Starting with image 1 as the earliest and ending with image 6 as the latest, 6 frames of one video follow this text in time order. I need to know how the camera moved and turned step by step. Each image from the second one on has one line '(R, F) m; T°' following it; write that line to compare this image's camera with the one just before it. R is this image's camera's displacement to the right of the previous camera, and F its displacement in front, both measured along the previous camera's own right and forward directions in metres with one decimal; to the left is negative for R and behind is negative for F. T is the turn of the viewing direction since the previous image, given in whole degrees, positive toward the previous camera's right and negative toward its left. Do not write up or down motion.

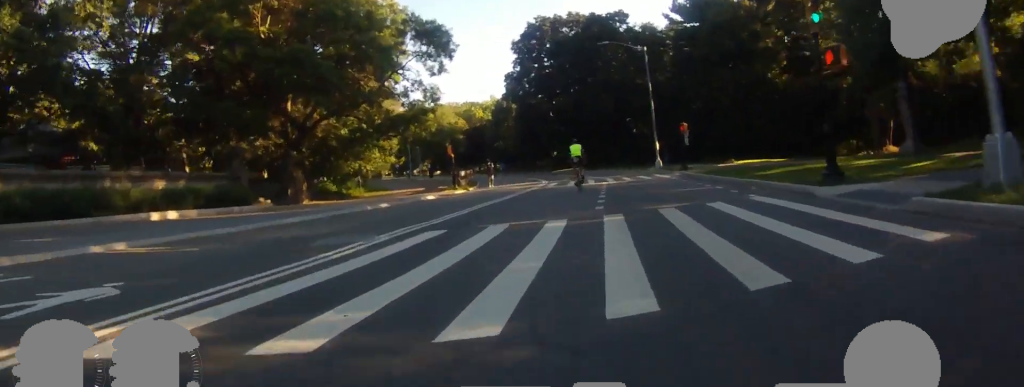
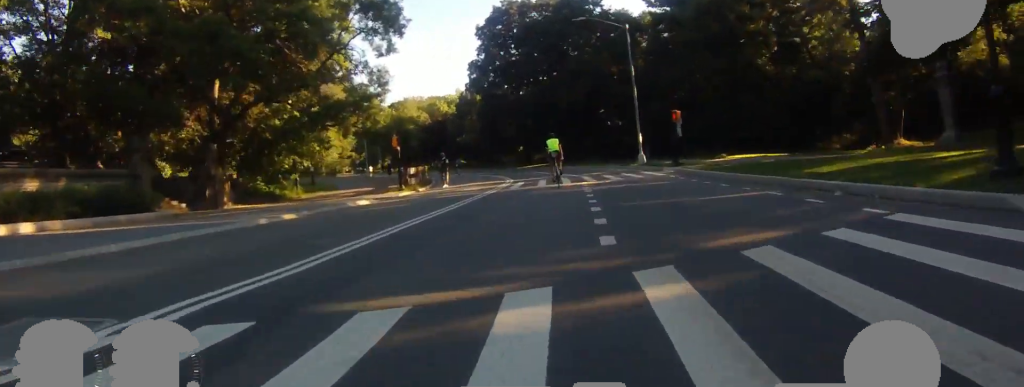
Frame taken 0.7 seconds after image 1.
(+0.2, +5.9) m; +3°
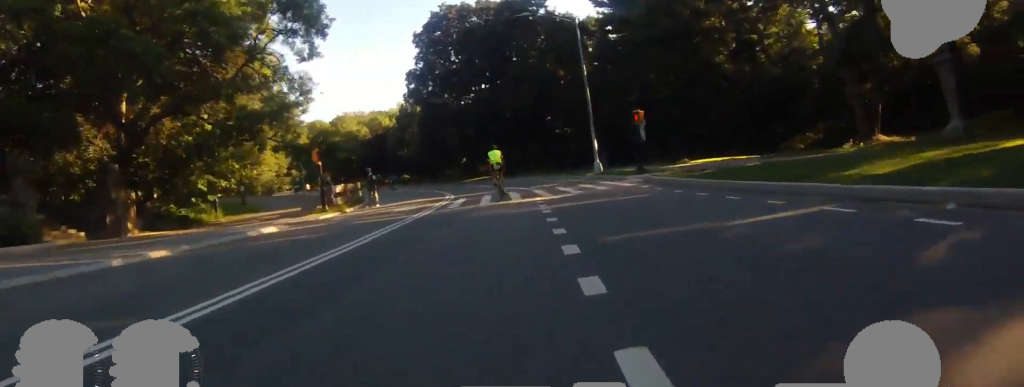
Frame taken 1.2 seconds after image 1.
(0.0, +3.9) m; +1°
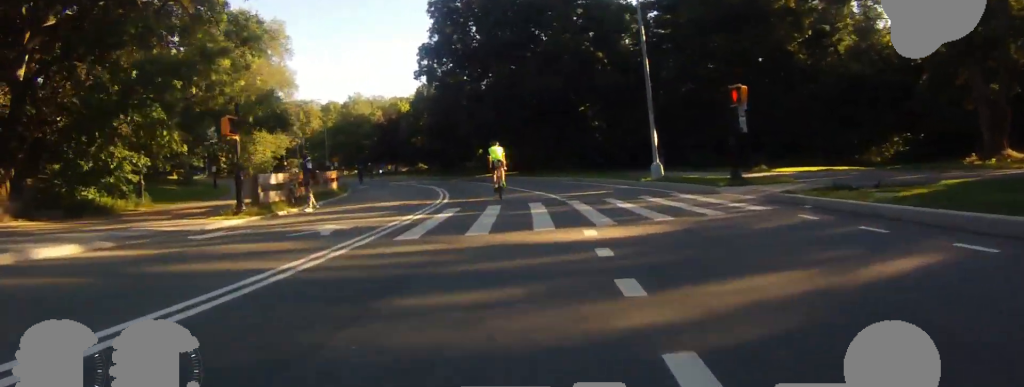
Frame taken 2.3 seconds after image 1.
(+0.3, +9.6) m; -5°
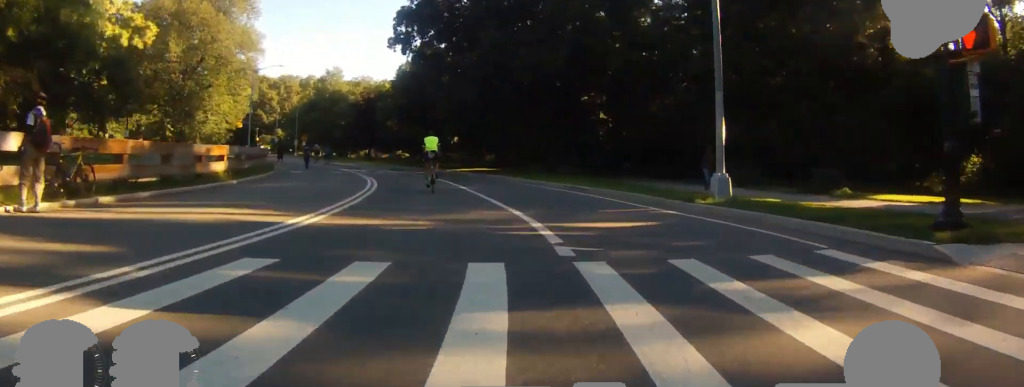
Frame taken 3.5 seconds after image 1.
(-1.5, +9.4) m; -13°
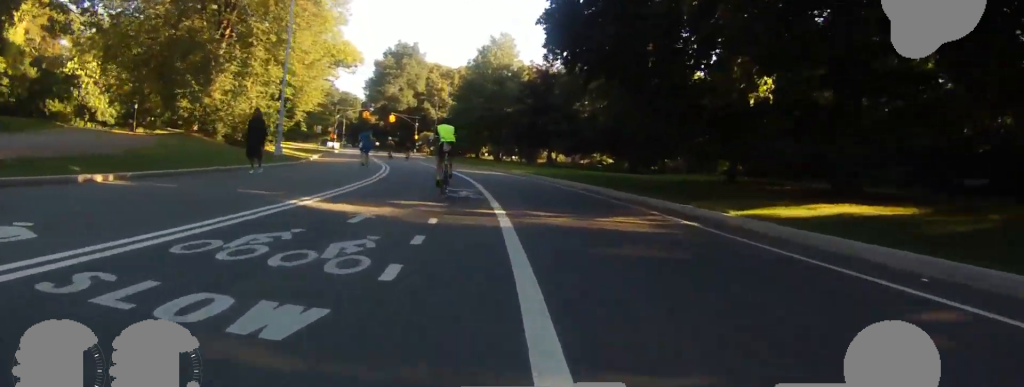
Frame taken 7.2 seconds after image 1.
(-0.5, +29.7) m; -1°
